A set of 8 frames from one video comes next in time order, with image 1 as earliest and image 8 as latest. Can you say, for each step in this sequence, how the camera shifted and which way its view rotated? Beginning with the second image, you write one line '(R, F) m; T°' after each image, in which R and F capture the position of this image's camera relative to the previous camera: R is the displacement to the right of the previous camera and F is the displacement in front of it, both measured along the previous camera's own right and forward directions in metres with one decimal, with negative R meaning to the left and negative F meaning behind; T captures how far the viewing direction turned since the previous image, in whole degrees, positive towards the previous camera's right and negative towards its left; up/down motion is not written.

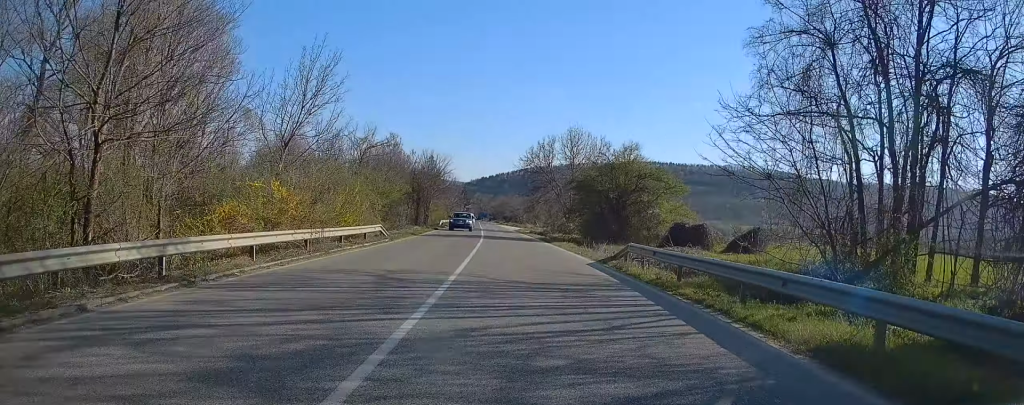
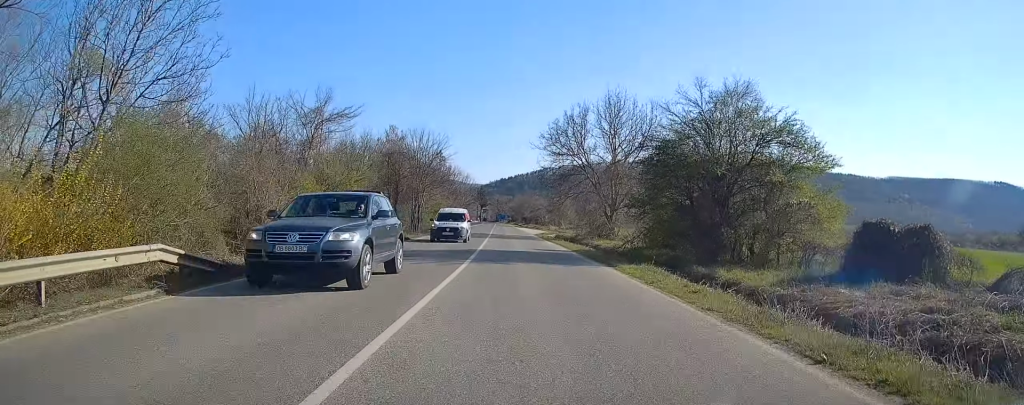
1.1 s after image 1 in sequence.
(-0.4, +18.7) m; -2°
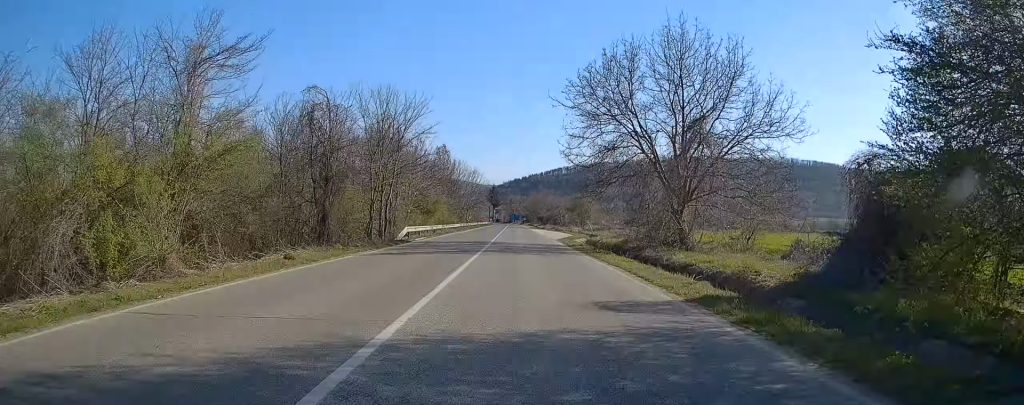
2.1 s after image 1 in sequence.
(-0.3, +18.2) m; -2°
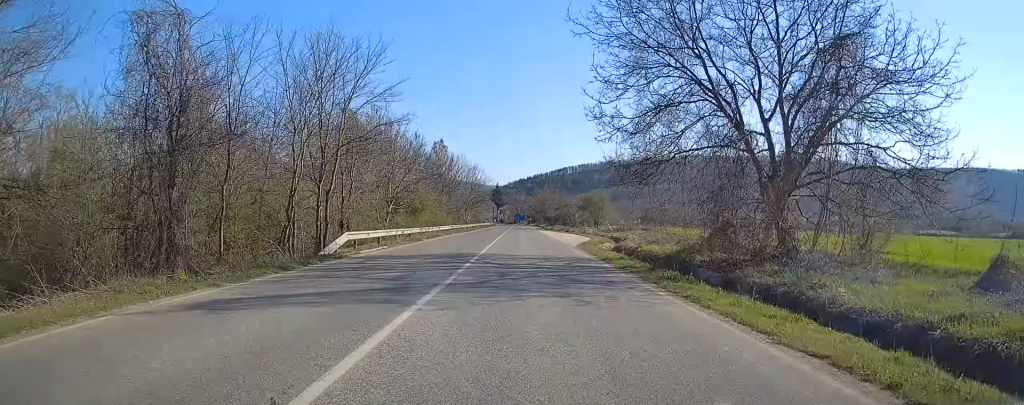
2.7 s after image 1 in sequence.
(0.0, +12.4) m; -1°
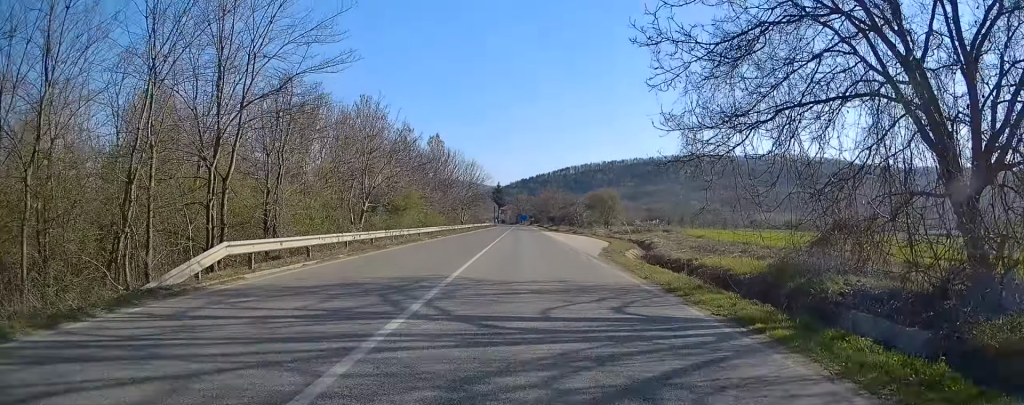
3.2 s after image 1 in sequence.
(-0.2, +9.4) m; 0°
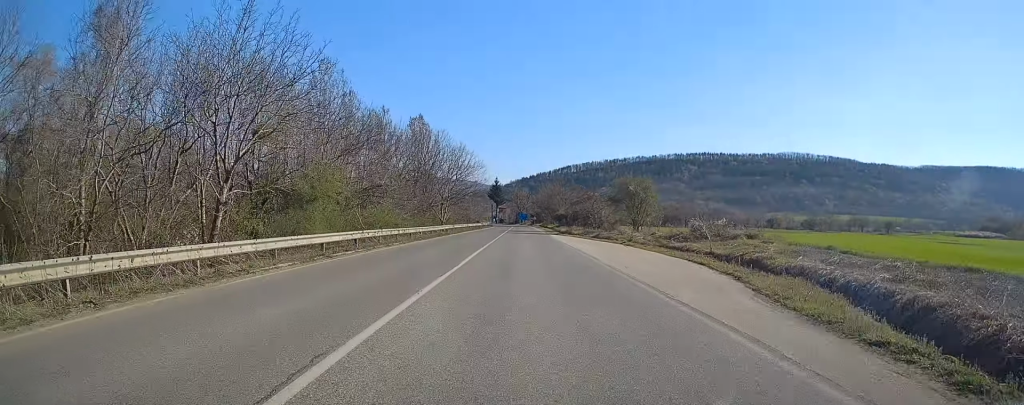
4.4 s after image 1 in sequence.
(0.0, +22.6) m; 0°
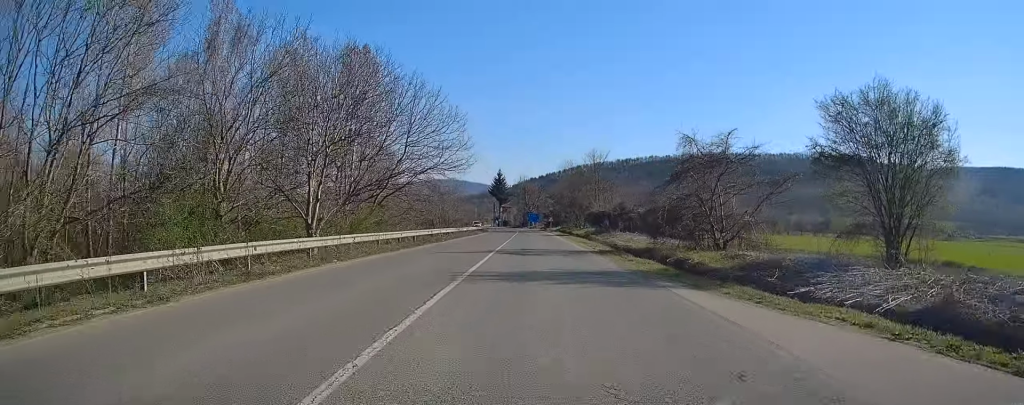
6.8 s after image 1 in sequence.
(0.0, +44.2) m; 0°
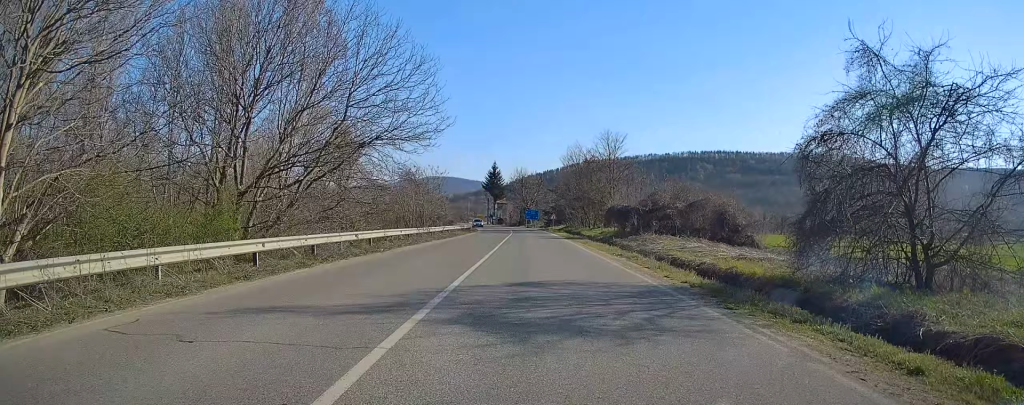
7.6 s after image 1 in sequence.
(0.0, +15.8) m; -1°
